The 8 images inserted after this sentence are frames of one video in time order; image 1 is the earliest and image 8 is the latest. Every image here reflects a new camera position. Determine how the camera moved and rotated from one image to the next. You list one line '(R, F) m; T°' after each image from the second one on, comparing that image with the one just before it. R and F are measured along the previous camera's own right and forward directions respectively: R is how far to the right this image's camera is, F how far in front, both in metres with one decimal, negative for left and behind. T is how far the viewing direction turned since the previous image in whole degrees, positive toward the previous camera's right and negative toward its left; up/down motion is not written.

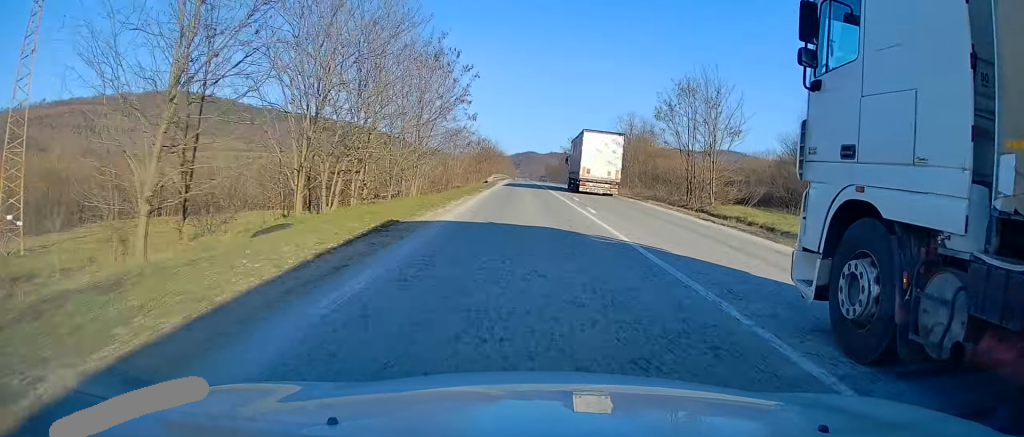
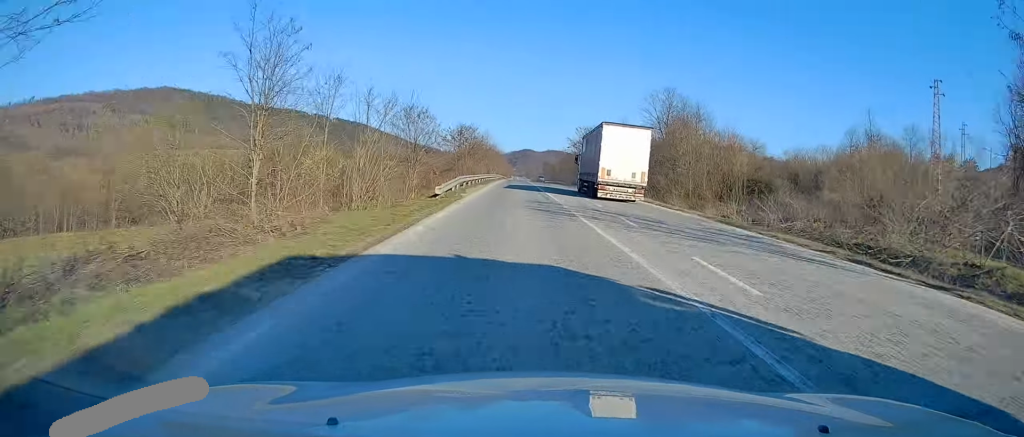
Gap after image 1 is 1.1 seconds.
(0.0, +31.1) m; 0°
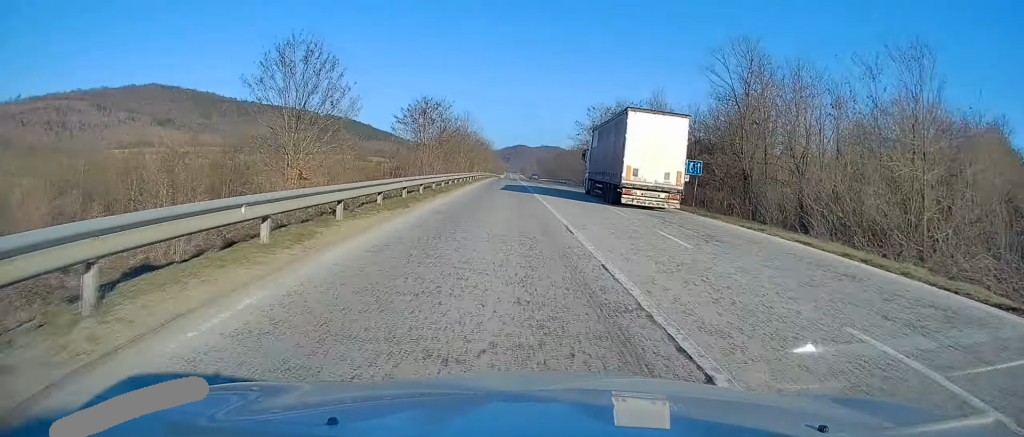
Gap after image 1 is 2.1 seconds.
(+0.2, +31.1) m; +1°
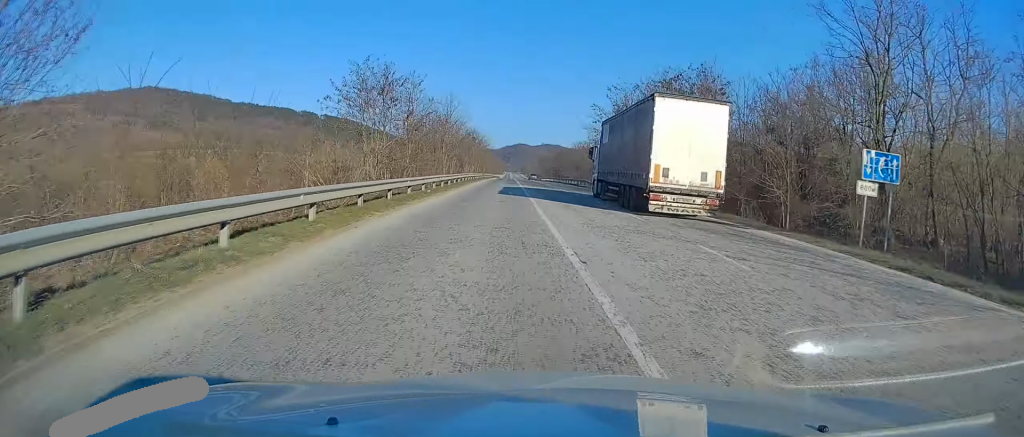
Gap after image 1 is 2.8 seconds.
(+0.2, +20.5) m; 0°
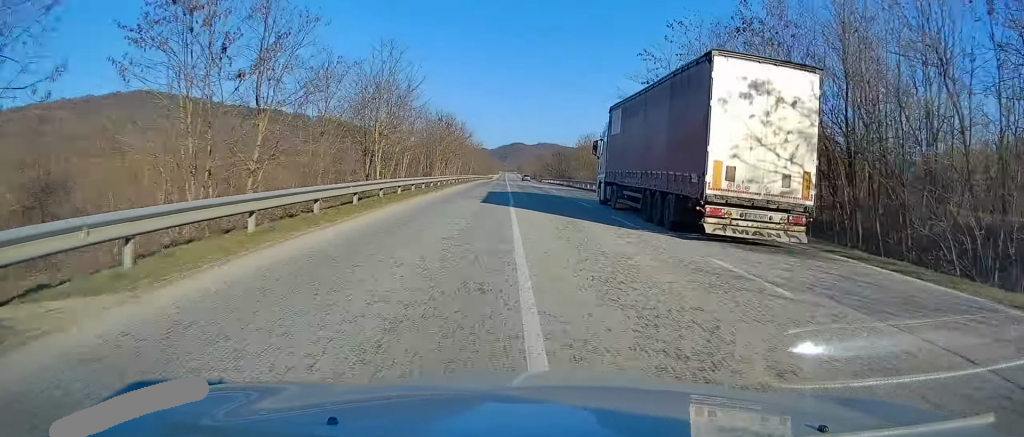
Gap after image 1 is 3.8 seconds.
(0.0, +29.5) m; 0°
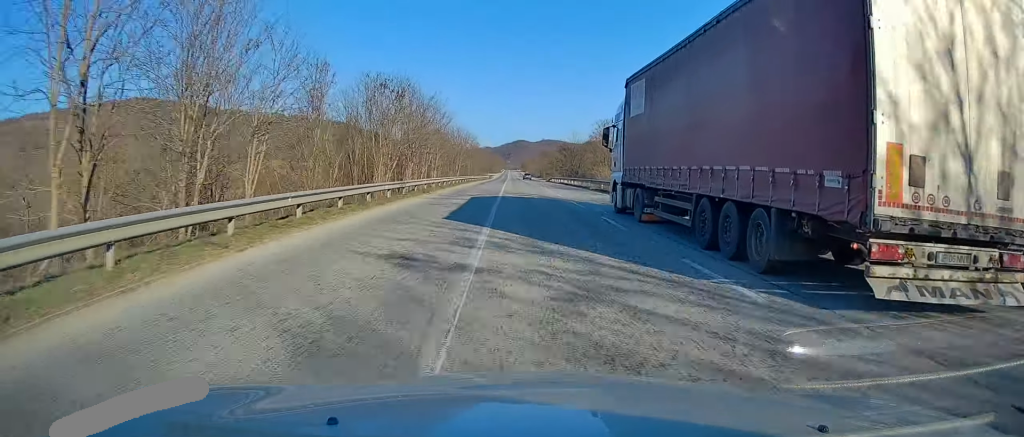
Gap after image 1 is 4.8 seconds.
(0.0, +27.6) m; -1°
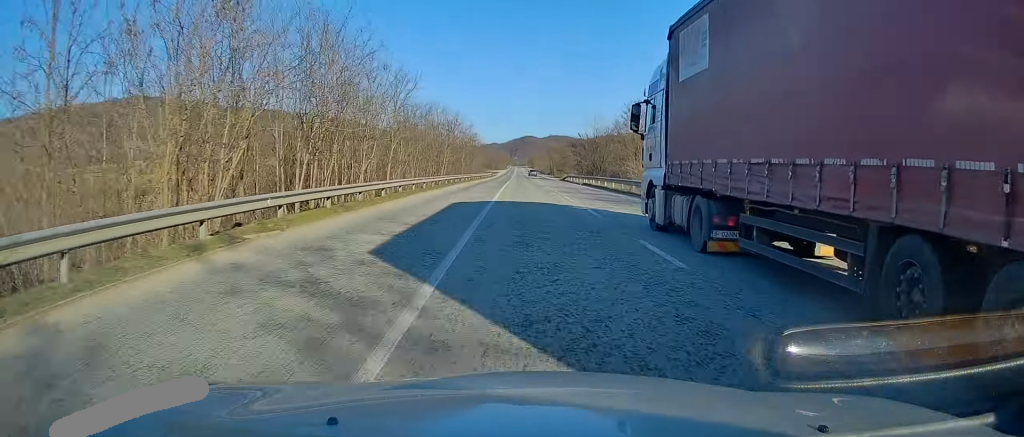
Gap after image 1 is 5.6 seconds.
(-0.4, +24.9) m; -1°
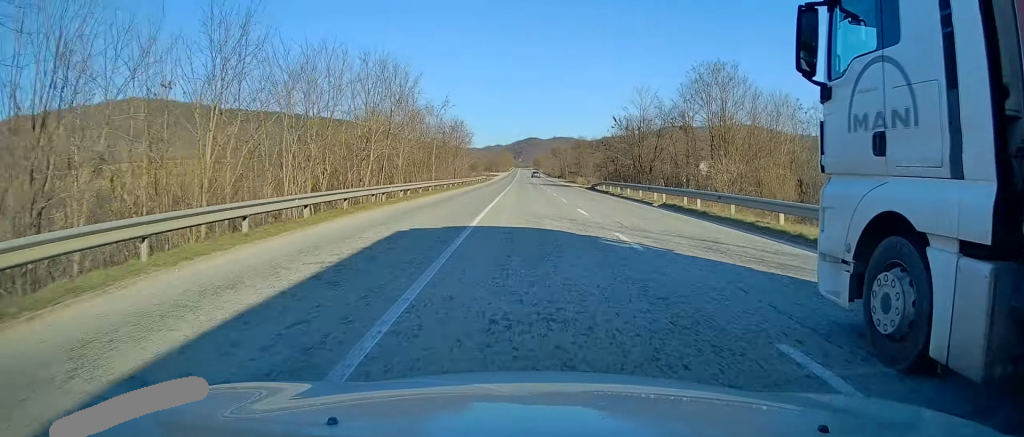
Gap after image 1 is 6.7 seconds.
(-0.1, +34.0) m; 0°
